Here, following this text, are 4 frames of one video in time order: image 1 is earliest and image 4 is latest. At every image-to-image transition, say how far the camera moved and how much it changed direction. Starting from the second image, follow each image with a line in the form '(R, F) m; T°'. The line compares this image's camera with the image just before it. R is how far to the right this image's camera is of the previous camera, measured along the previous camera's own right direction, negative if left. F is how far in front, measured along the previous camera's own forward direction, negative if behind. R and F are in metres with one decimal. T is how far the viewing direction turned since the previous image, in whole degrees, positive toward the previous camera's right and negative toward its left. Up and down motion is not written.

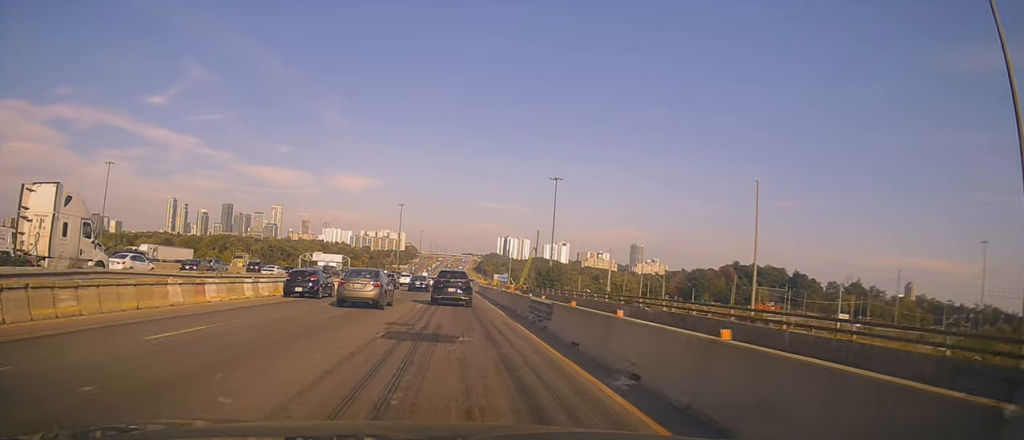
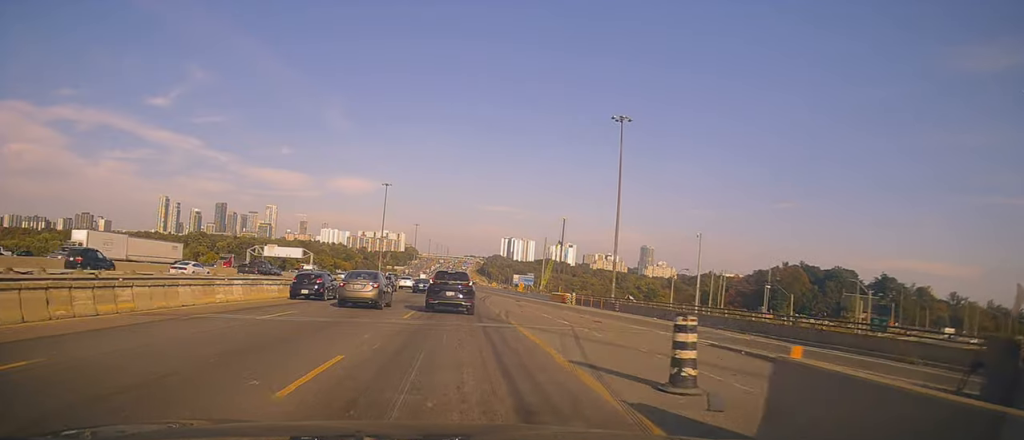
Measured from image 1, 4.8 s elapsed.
(-0.1, +68.4) m; +2°
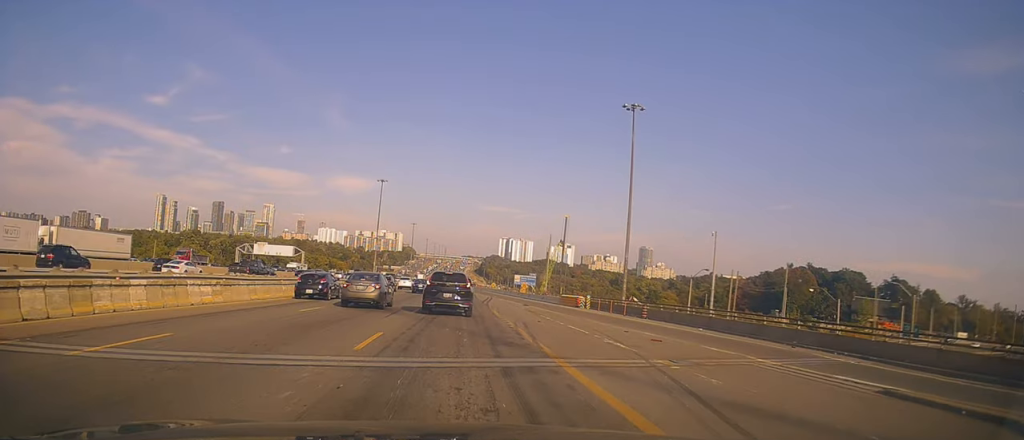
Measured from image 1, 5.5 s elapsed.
(-0.4, +8.6) m; 0°
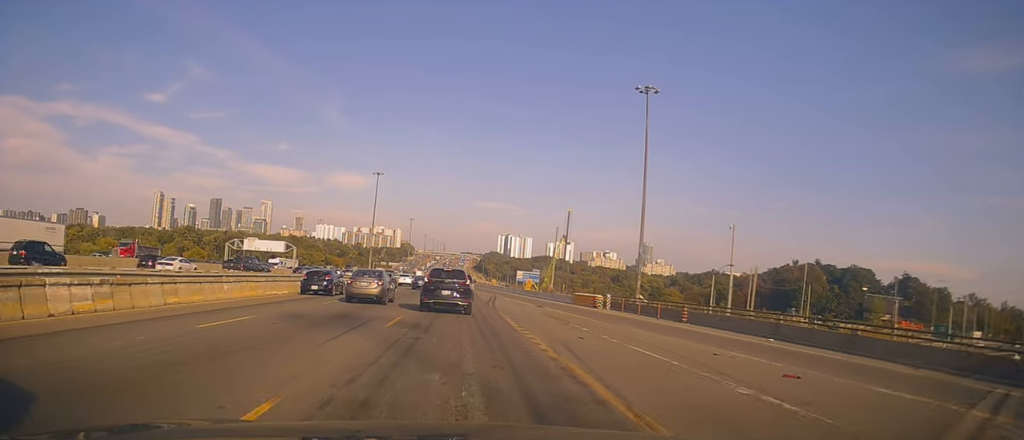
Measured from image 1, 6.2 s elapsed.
(+0.3, +8.1) m; 0°
